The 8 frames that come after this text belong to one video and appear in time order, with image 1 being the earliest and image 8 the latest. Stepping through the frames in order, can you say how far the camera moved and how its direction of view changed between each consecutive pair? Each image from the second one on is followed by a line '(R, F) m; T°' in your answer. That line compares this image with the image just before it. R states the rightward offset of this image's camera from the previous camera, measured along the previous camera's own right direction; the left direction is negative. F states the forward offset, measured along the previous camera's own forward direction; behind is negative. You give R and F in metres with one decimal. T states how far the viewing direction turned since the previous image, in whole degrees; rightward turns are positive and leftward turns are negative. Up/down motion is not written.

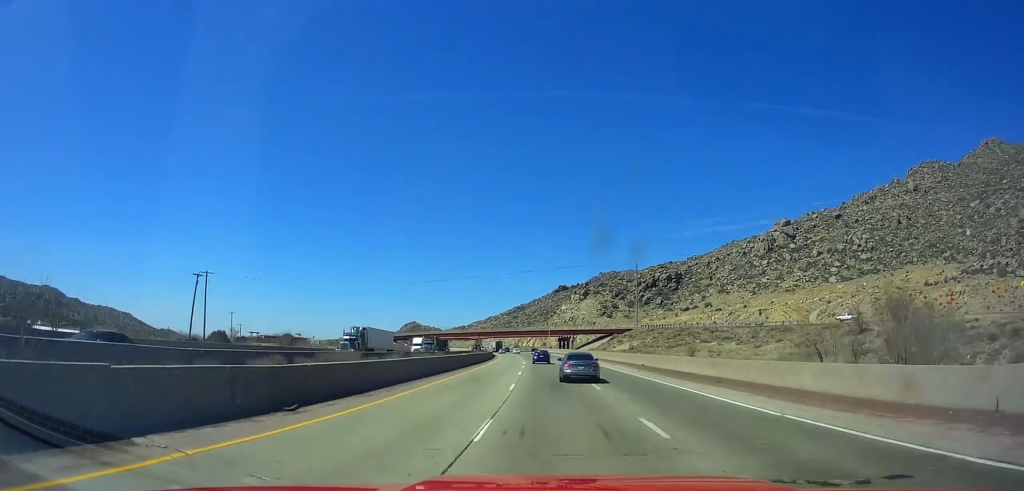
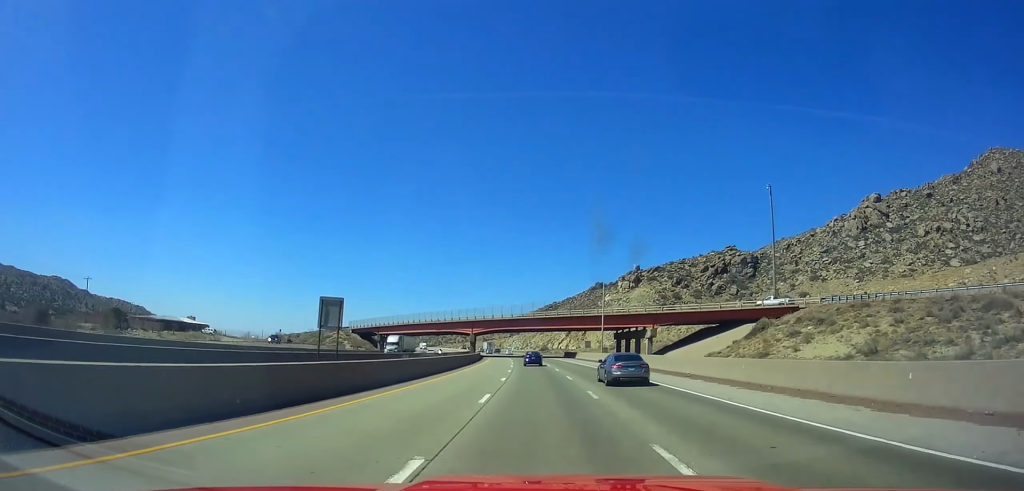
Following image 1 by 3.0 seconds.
(-0.8, +85.0) m; -2°
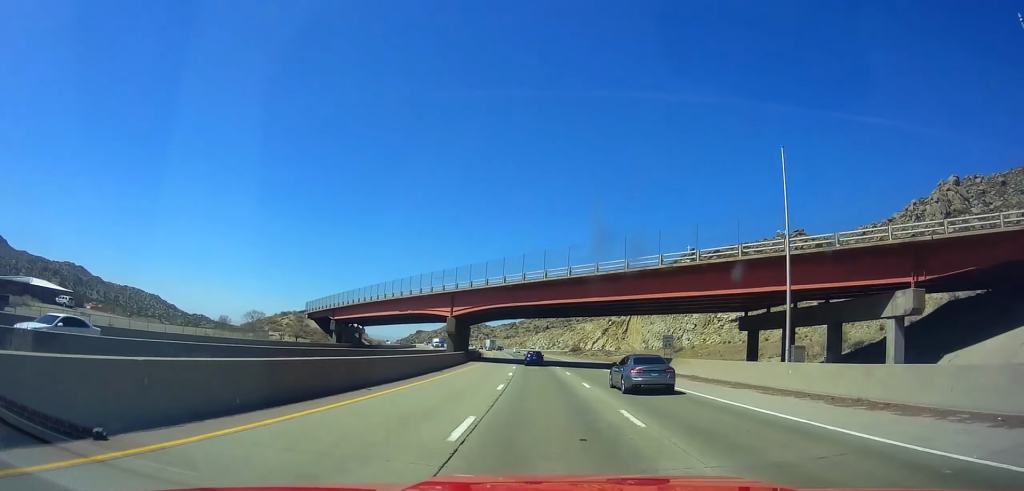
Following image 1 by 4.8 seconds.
(-1.1, +53.9) m; -2°
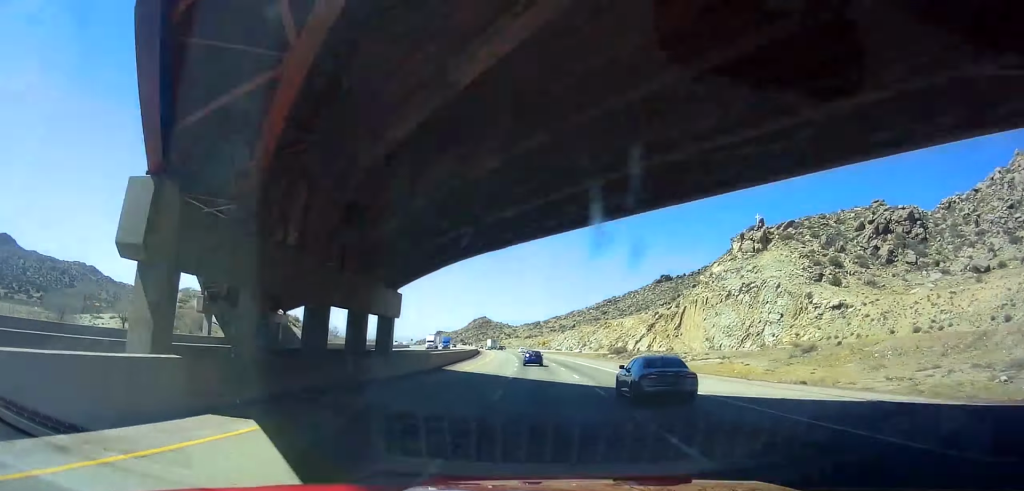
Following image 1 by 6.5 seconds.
(-0.2, +51.7) m; -2°
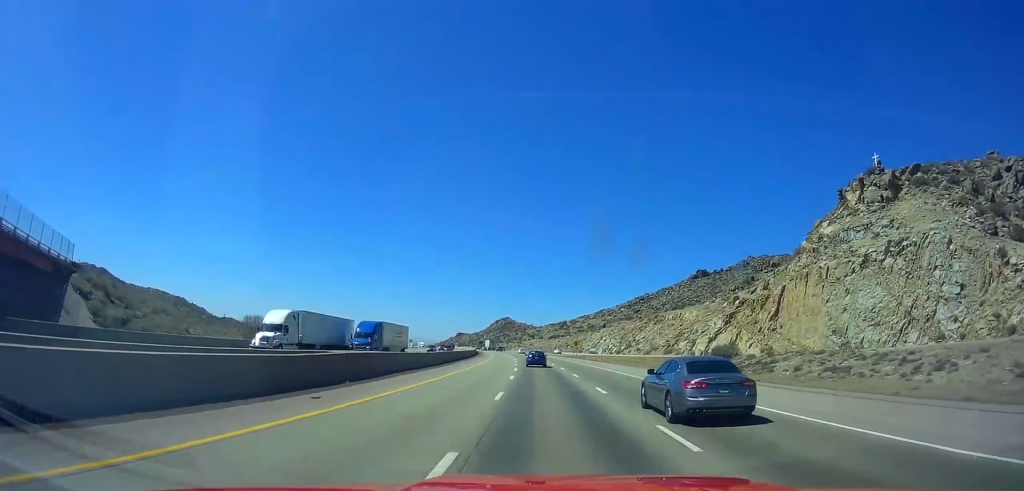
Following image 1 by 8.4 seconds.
(-1.7, +59.6) m; -3°
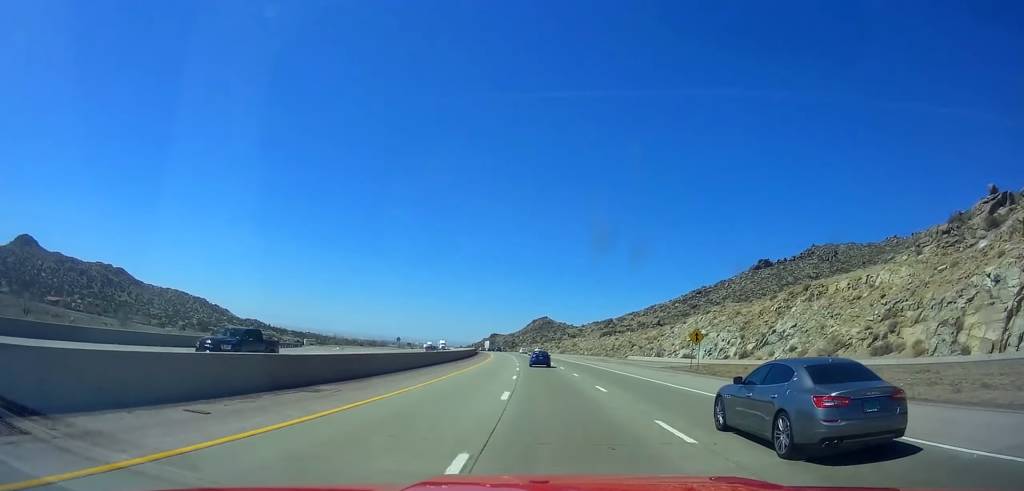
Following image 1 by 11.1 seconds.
(-2.9, +85.4) m; -4°
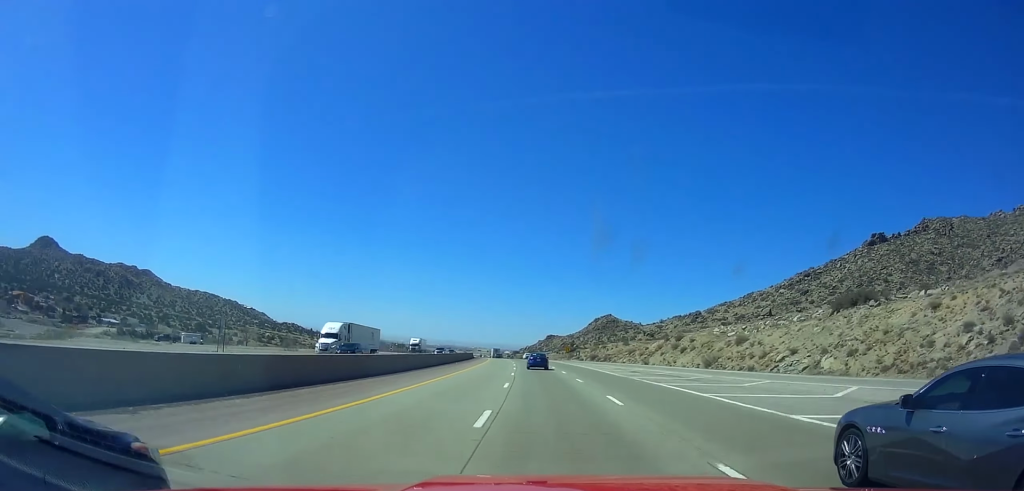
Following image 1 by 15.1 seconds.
(-6.4, +128.1) m; -7°
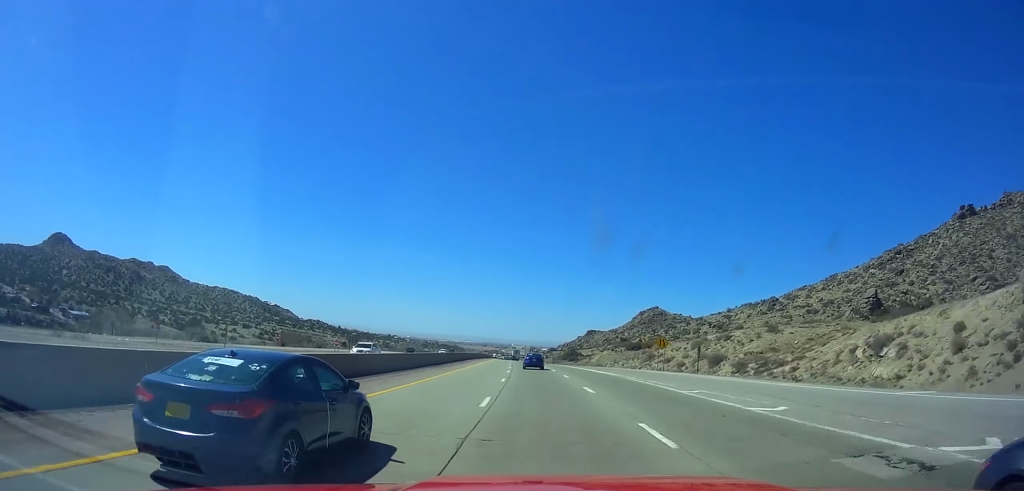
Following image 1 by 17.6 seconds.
(-3.7, +81.1) m; -4°
